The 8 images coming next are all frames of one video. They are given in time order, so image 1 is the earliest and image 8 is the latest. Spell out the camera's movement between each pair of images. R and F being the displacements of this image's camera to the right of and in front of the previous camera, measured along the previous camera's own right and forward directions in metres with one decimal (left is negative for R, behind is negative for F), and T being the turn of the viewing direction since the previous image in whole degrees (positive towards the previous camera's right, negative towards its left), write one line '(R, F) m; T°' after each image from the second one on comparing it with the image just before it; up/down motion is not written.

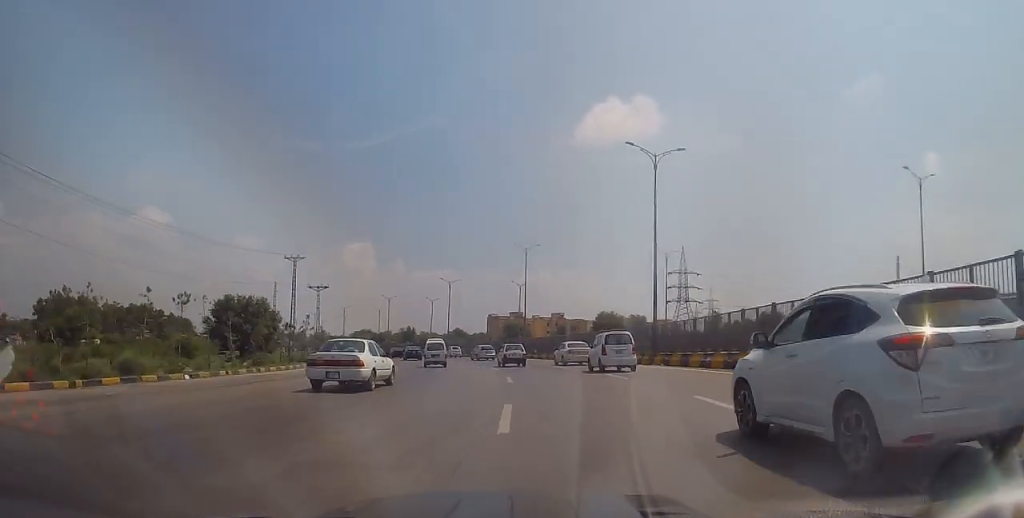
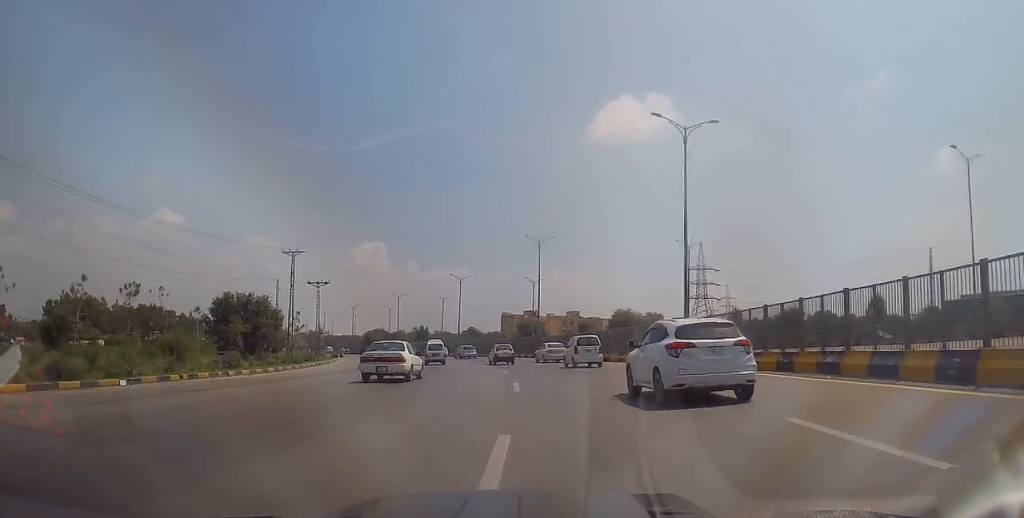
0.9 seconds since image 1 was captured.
(-0.7, +4.7) m; -3°
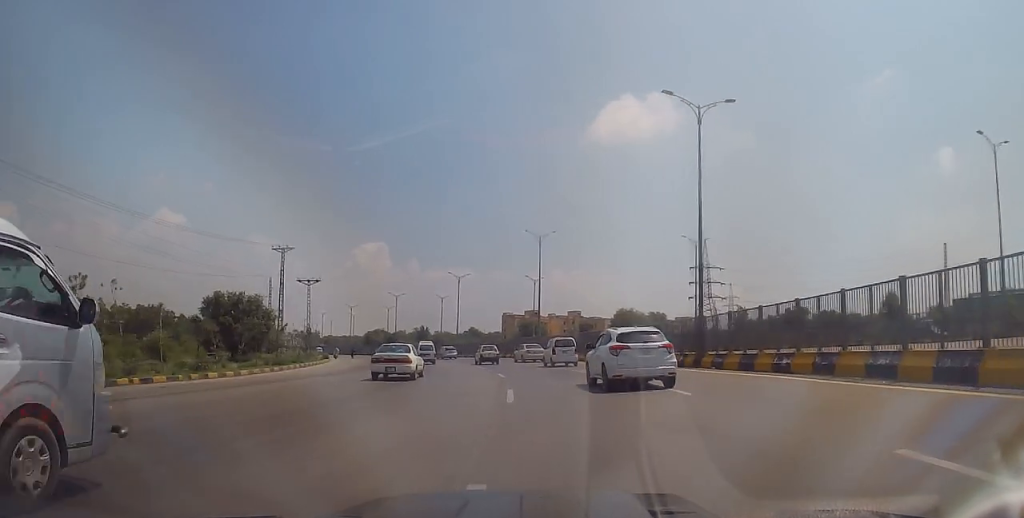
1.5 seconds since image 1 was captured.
(+0.2, +3.1) m; +3°
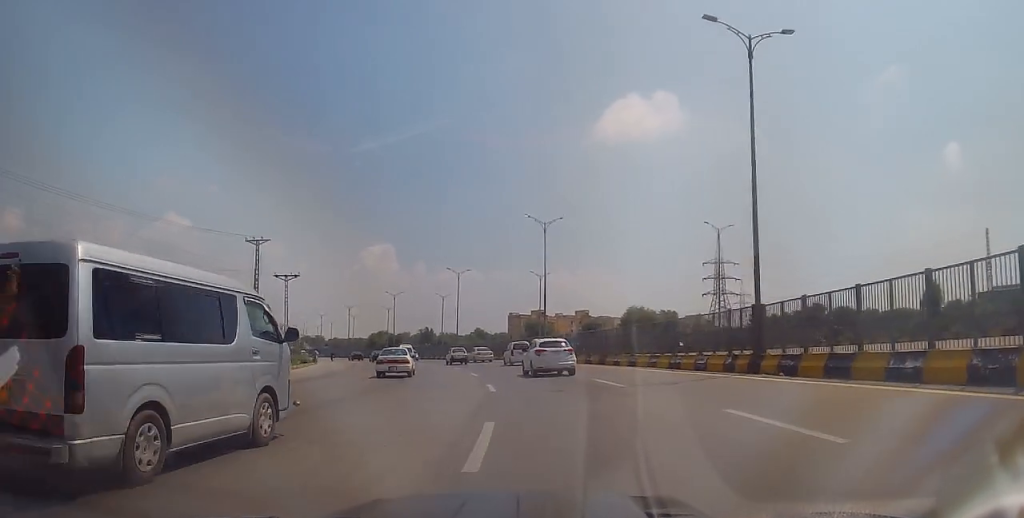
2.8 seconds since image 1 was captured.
(+0.3, +7.4) m; +3°
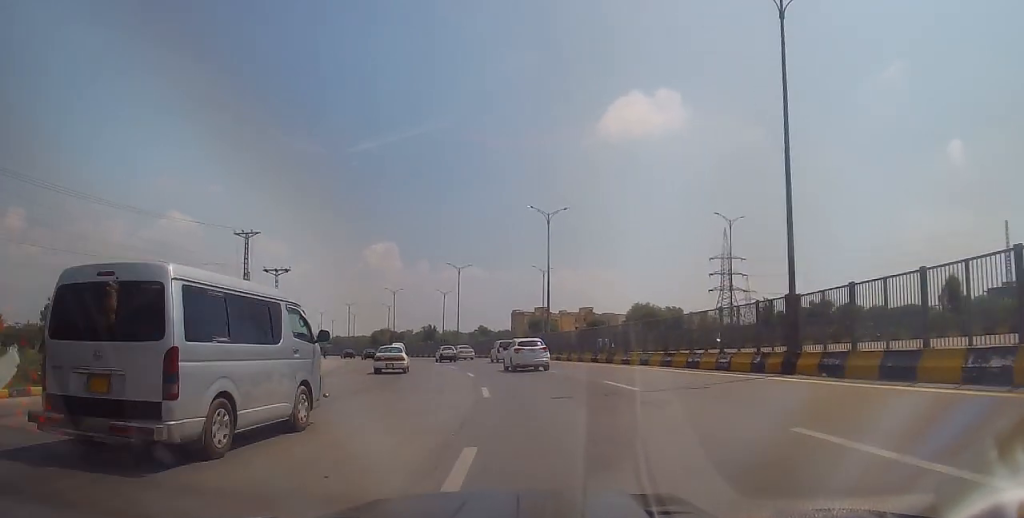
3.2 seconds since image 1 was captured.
(0.0, +3.0) m; -1°
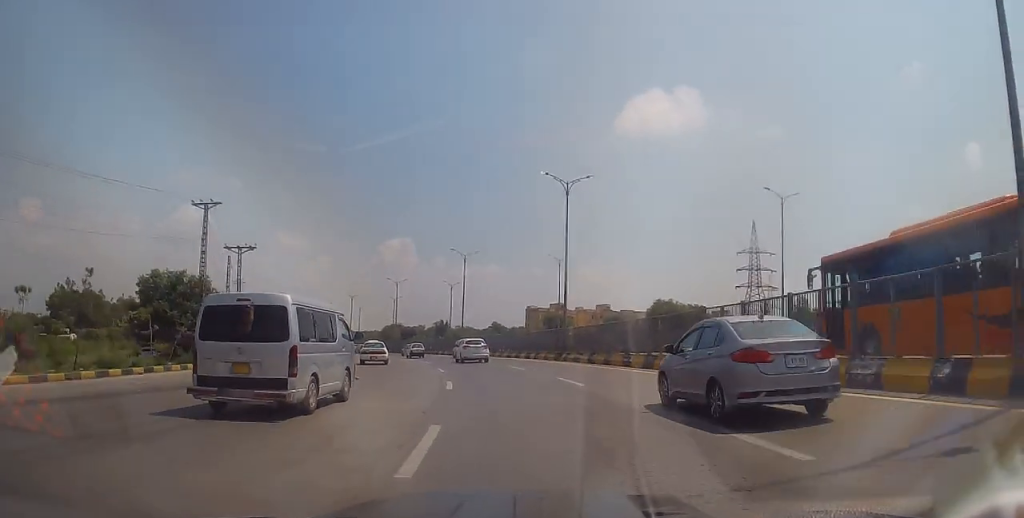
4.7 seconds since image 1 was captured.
(-0.5, +9.8) m; -8°
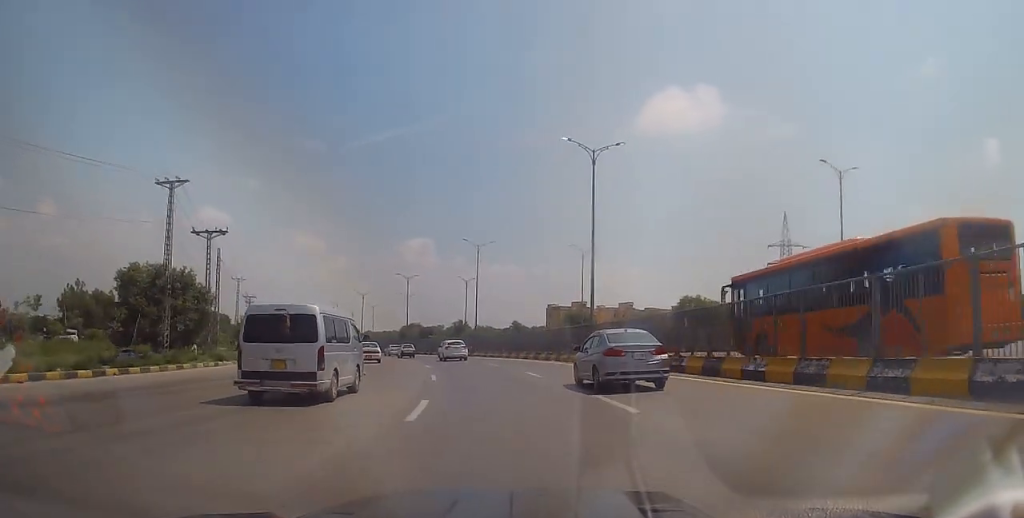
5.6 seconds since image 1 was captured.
(-0.4, +7.2) m; -1°
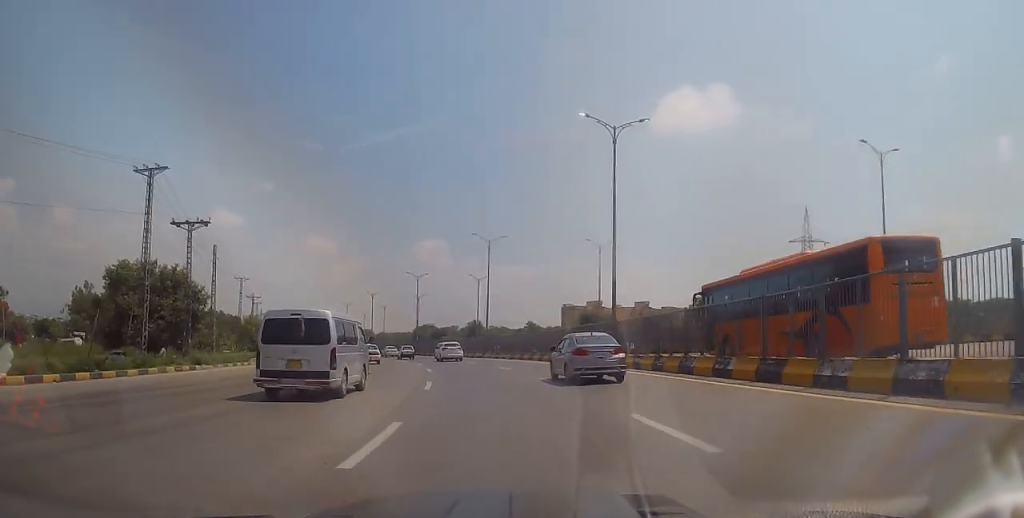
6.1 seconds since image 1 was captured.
(-0.1, +3.9) m; +1°
